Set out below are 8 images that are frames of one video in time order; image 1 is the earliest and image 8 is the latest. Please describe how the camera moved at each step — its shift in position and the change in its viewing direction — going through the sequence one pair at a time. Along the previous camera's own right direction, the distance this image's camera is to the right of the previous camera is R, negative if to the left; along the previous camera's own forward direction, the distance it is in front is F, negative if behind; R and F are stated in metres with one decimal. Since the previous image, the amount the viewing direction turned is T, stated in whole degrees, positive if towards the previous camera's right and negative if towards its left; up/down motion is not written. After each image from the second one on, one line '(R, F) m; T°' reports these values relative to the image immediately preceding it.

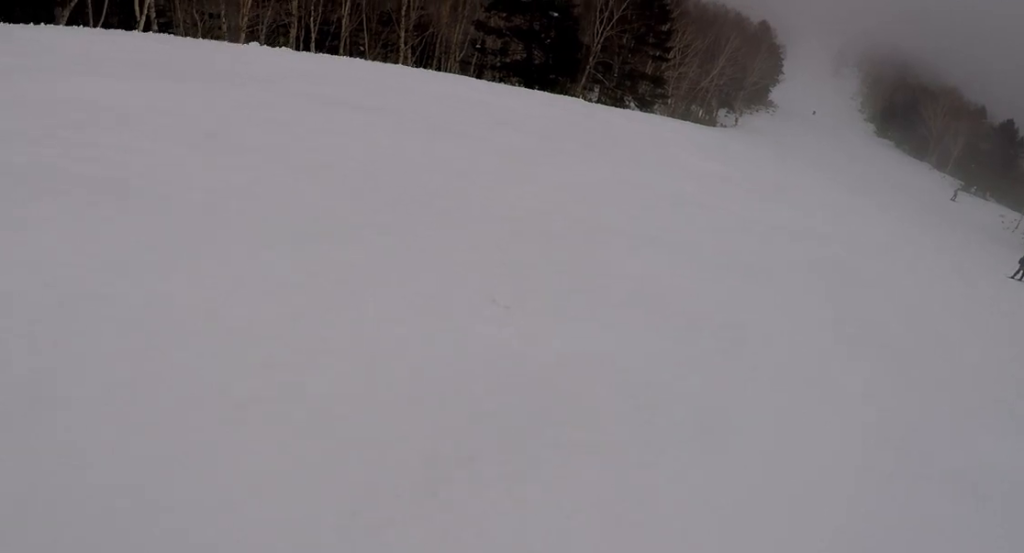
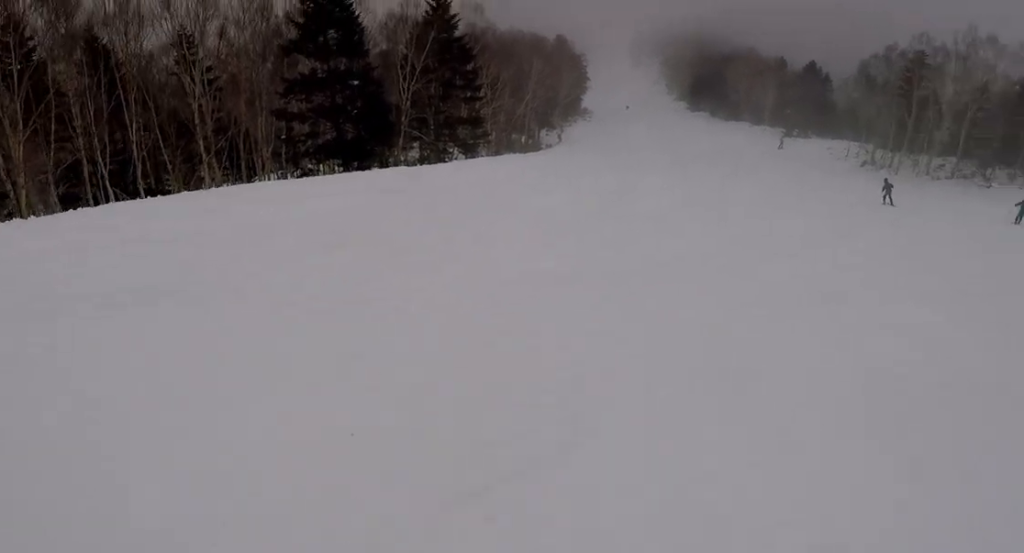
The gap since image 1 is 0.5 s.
(0.0, +2.9) m; 0°
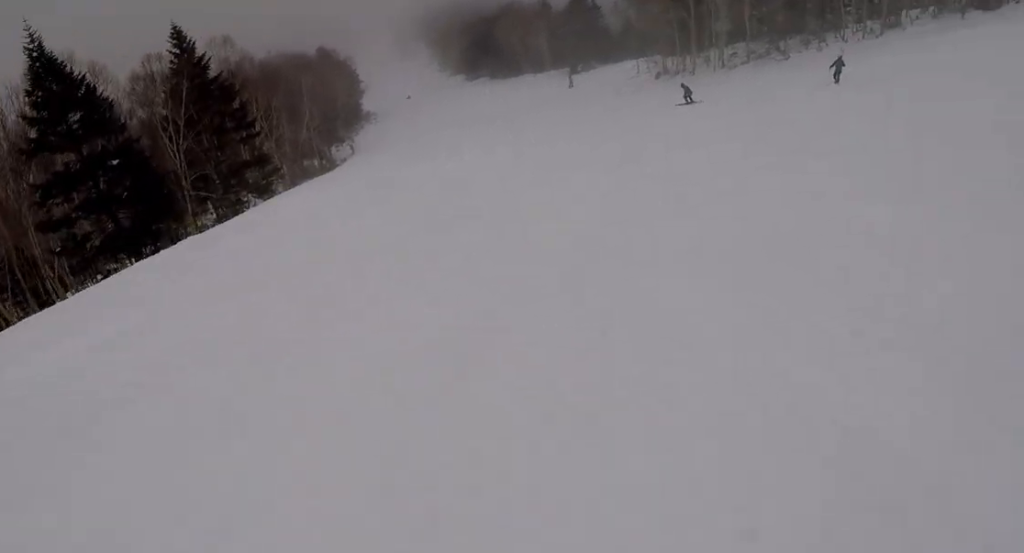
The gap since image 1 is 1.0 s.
(0.0, +2.6) m; 0°
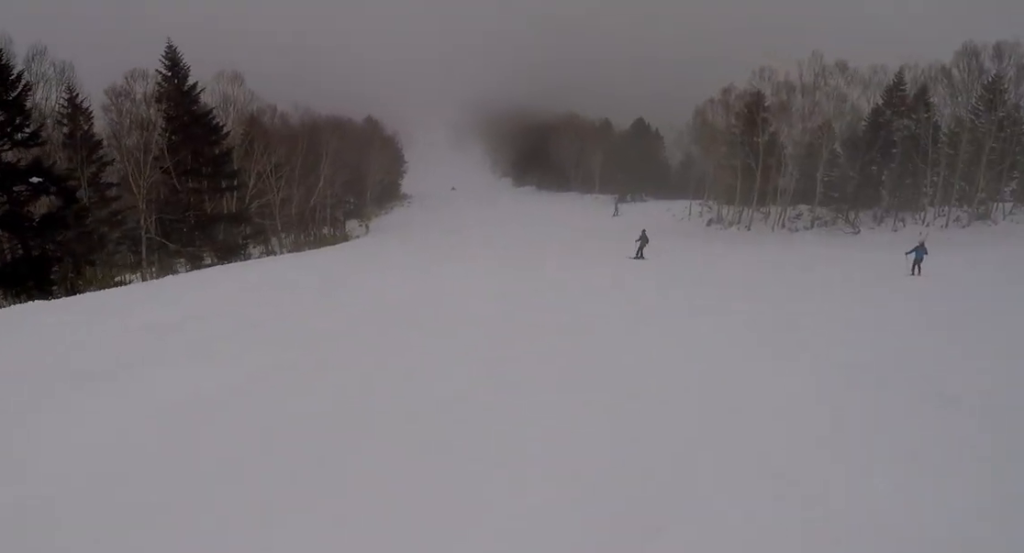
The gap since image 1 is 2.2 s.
(-0.7, +6.8) m; -14°
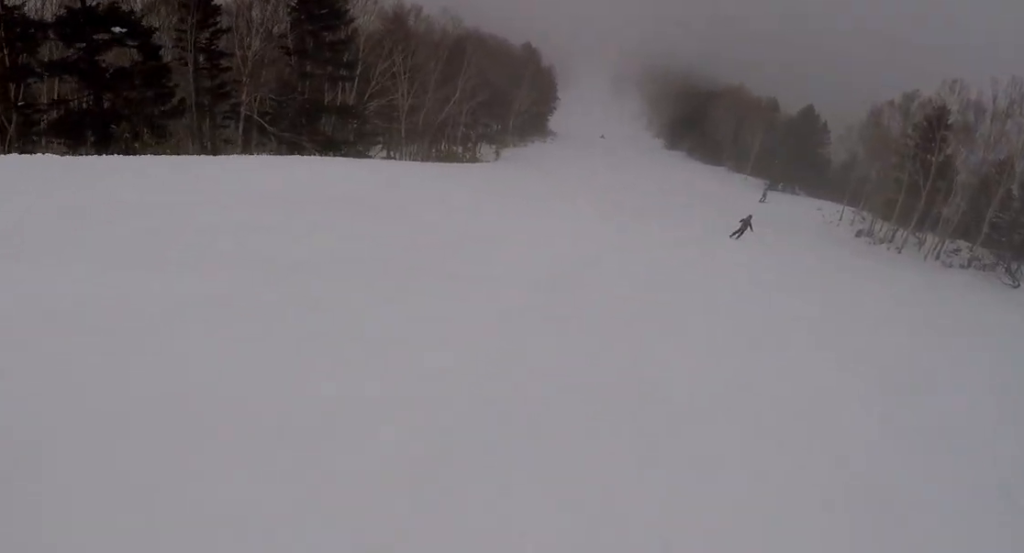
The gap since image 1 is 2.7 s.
(-0.7, +2.7) m; 0°
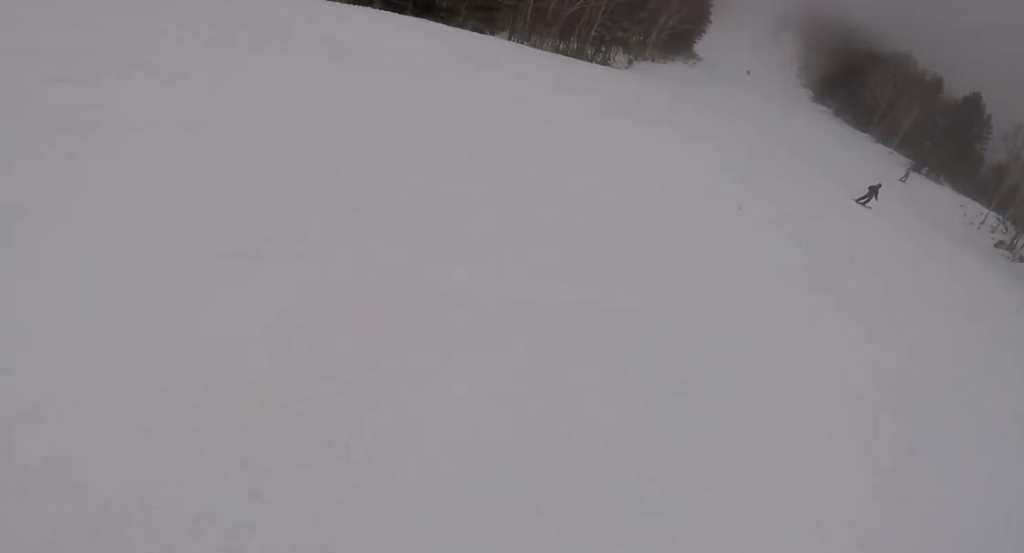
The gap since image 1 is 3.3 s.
(+0.1, +2.9) m; +4°
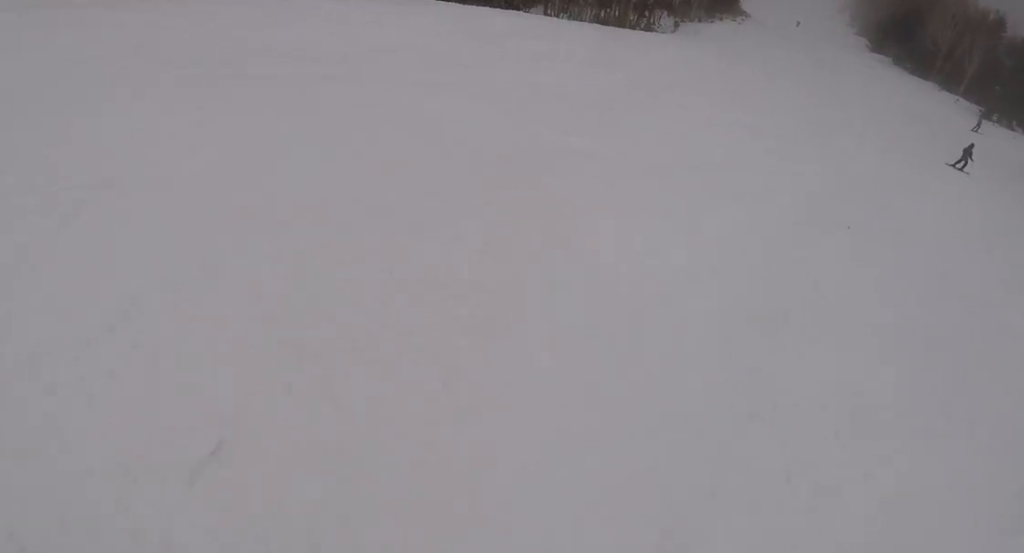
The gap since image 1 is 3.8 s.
(+0.5, +2.9) m; +7°
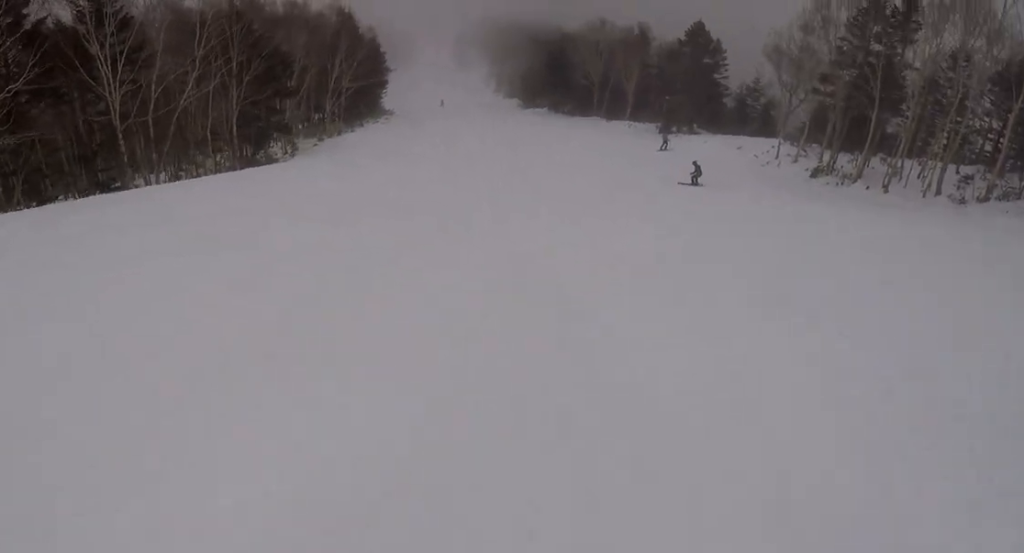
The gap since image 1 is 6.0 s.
(+0.6, +13.4) m; +2°
